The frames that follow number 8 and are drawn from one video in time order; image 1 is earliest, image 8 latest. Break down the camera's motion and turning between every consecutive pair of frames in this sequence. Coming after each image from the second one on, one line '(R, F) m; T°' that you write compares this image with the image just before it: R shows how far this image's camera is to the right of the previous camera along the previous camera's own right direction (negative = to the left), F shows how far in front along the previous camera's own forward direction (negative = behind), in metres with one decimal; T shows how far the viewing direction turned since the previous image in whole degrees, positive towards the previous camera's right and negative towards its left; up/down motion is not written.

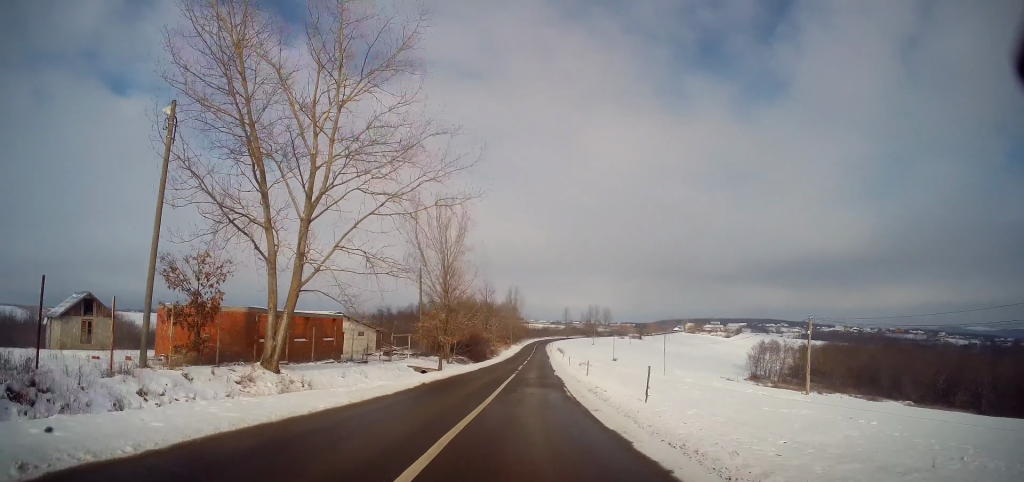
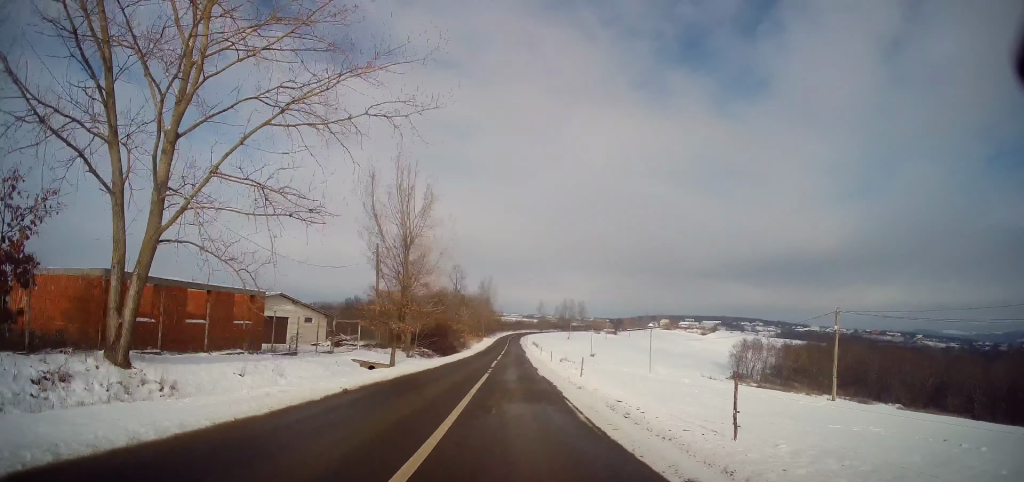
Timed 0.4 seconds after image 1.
(+0.3, +7.3) m; +2°
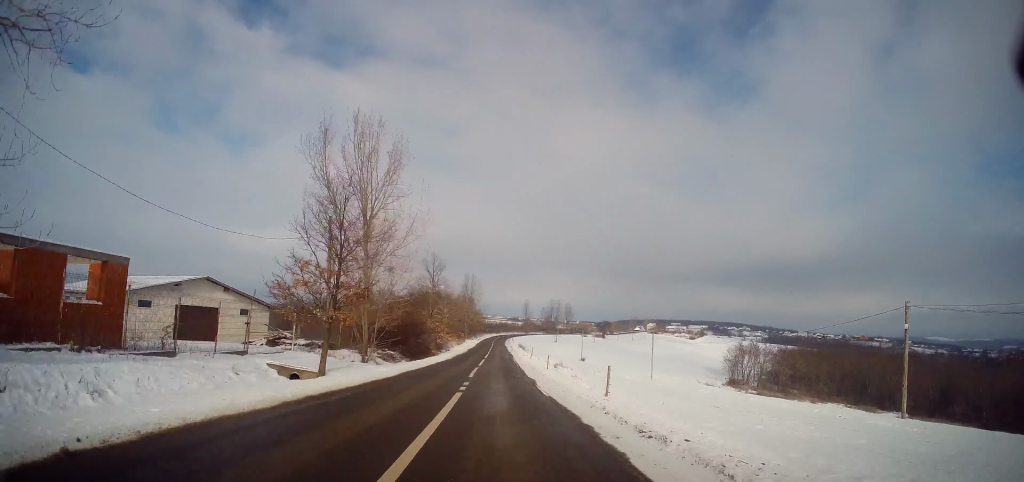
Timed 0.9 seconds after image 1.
(+0.2, +8.6) m; +2°
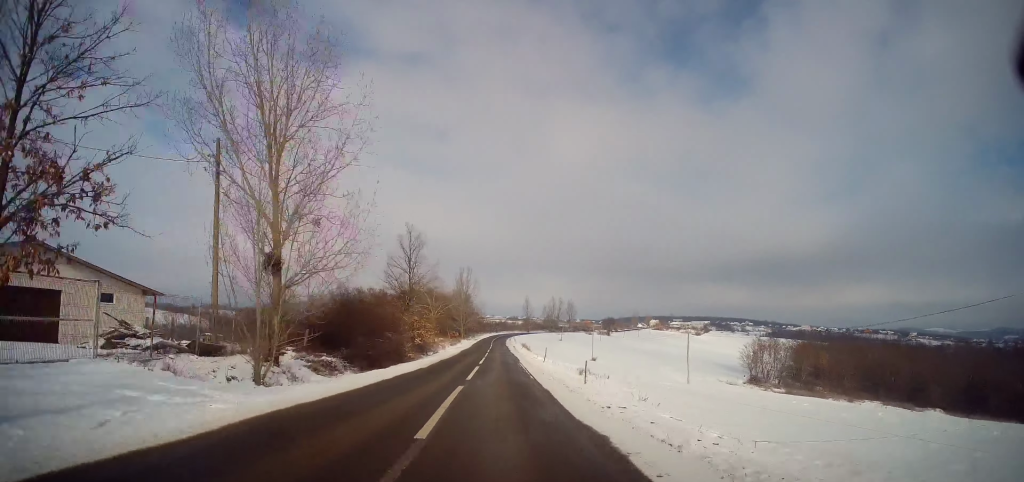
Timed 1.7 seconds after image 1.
(+0.1, +13.5) m; +1°
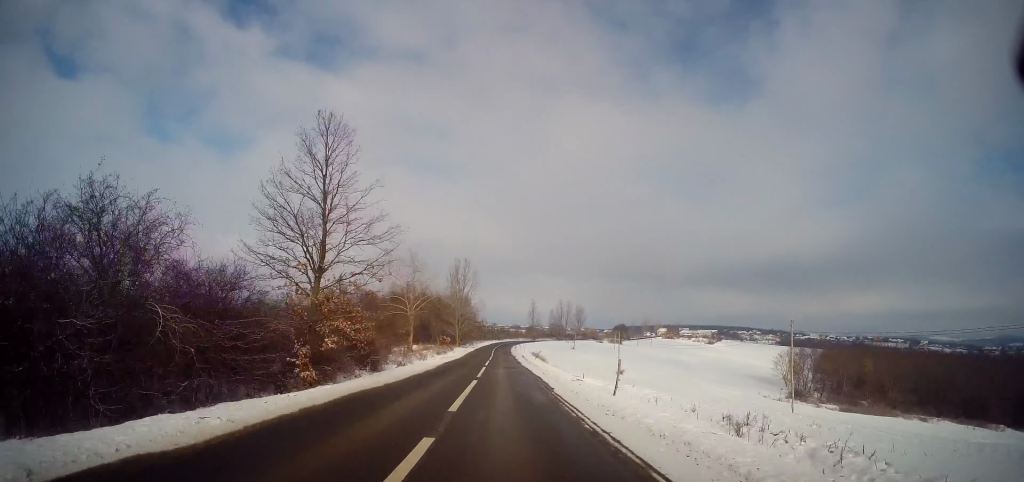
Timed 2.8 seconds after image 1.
(+0.4, +20.8) m; +1°
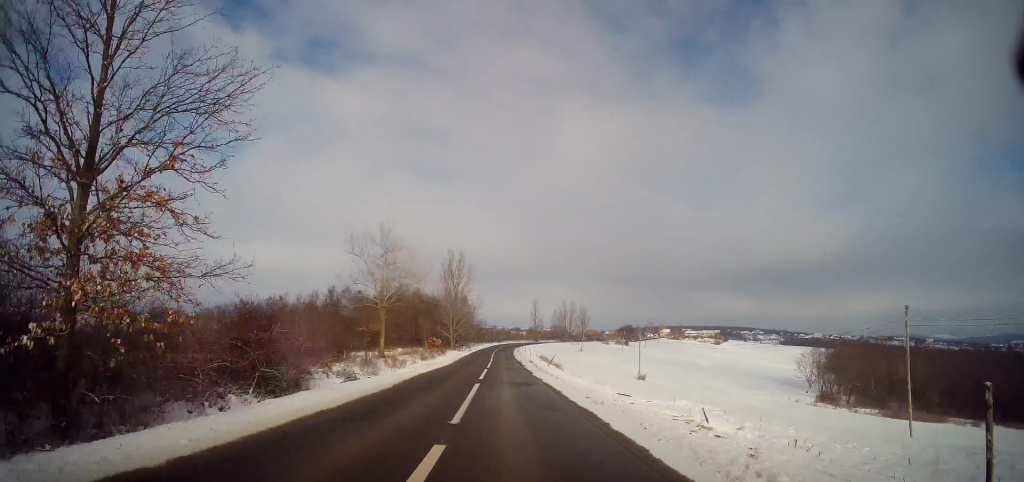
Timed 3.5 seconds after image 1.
(-0.1, +12.0) m; 0°
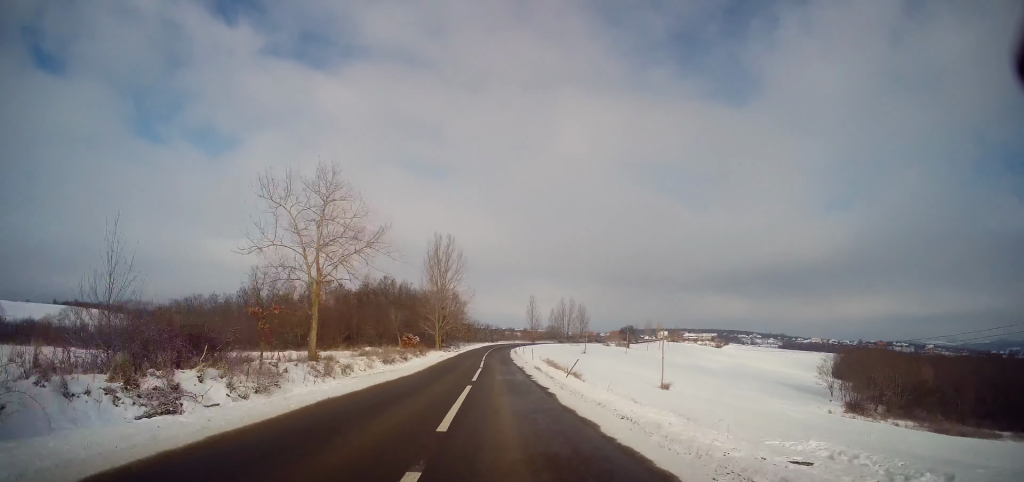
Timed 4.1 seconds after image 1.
(0.0, +12.8) m; 0°
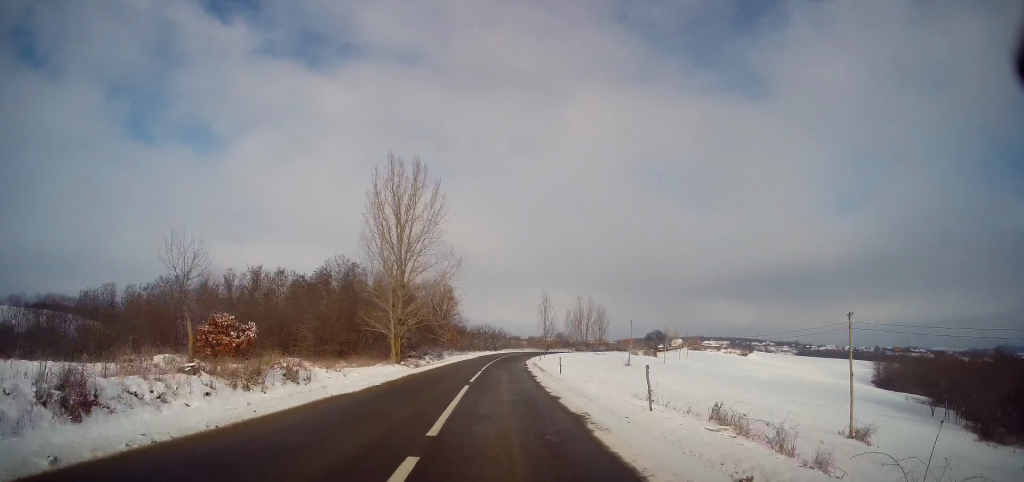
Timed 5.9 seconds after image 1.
(-0.1, +33.7) m; 0°
